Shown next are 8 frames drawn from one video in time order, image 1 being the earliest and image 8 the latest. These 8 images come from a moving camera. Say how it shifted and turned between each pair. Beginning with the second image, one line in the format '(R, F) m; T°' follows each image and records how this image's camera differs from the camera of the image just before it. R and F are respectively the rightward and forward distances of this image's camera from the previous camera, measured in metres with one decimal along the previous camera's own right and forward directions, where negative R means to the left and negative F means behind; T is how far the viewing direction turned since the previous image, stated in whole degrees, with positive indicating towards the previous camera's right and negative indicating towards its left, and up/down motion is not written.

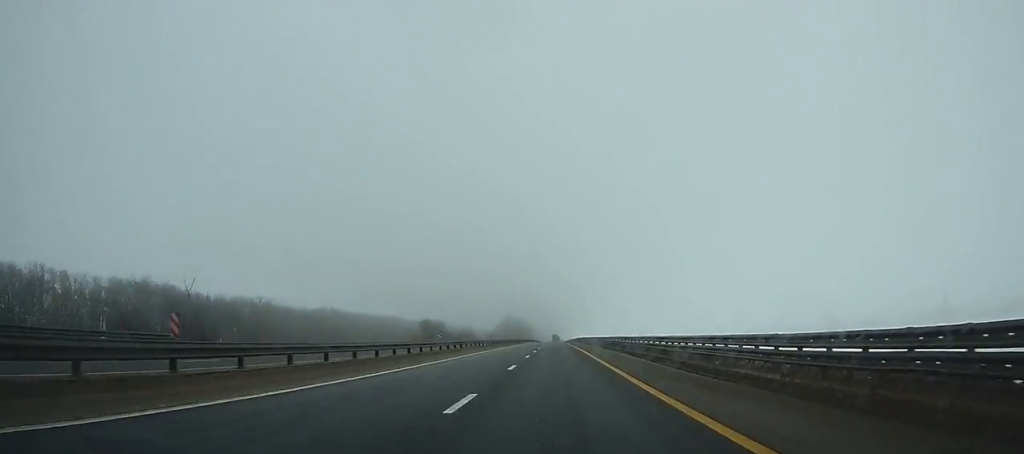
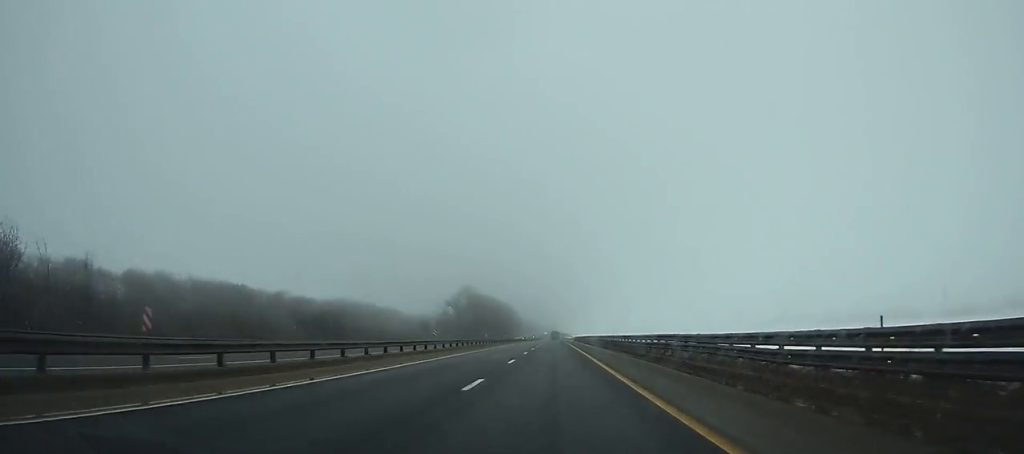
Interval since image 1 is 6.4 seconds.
(+0.1, +182.1) m; 0°
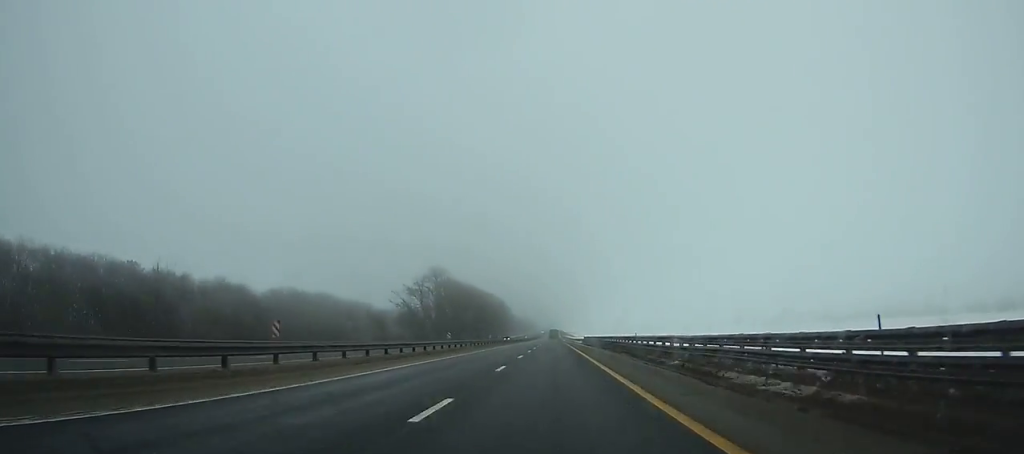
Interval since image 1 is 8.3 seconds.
(+0.1, +54.6) m; 0°
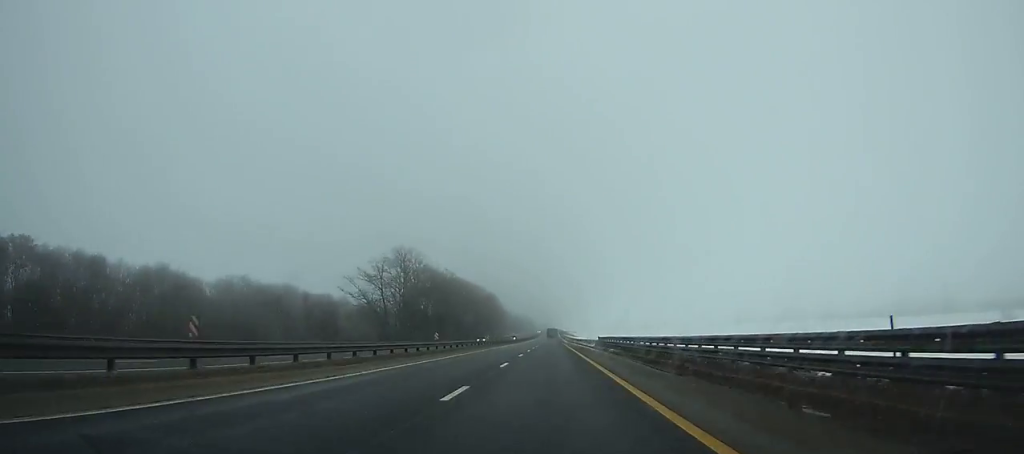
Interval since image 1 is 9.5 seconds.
(+0.2, +34.8) m; 0°
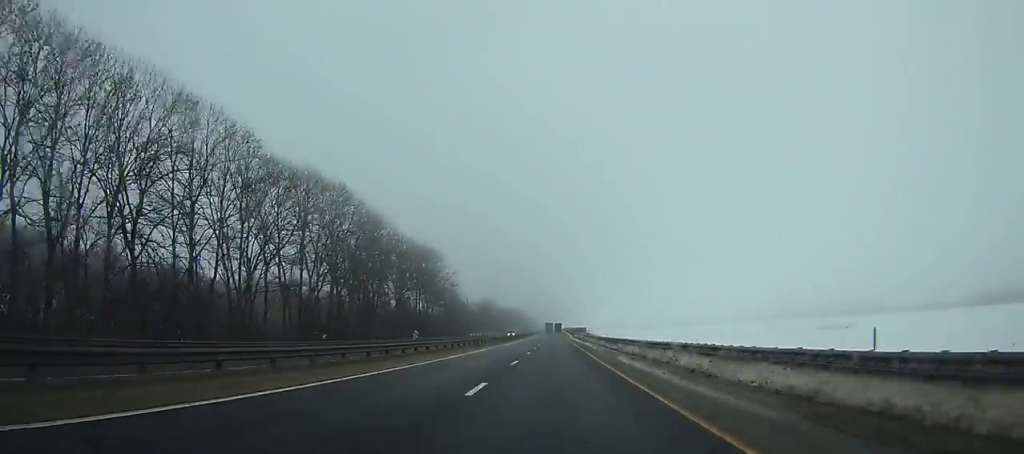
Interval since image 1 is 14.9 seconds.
(-0.2, +159.7) m; 0°
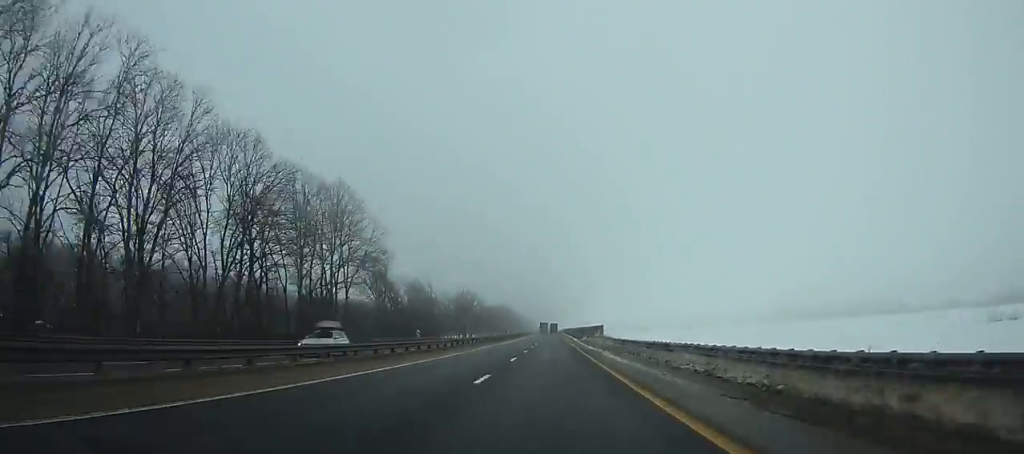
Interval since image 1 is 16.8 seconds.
(0.0, +57.2) m; 0°
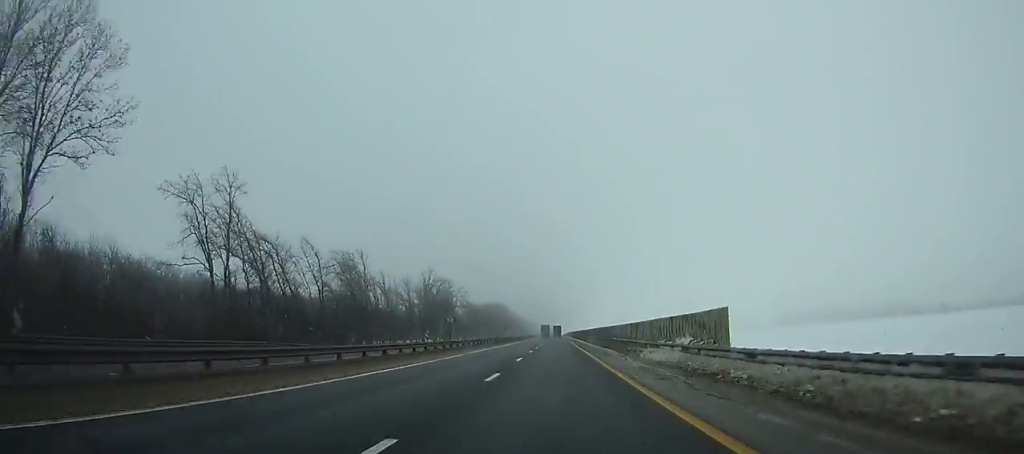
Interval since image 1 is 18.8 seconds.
(0.0, +60.7) m; 0°
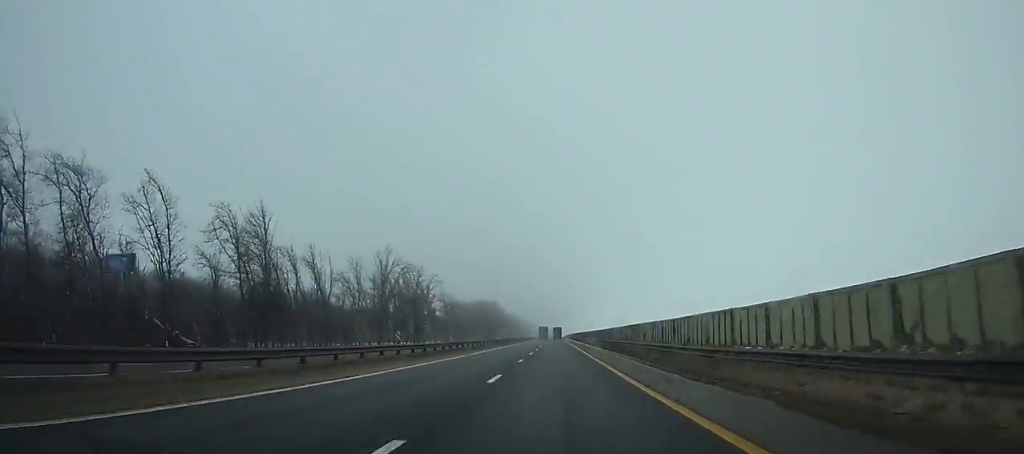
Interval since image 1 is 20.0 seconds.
(-0.1, +36.4) m; 0°
